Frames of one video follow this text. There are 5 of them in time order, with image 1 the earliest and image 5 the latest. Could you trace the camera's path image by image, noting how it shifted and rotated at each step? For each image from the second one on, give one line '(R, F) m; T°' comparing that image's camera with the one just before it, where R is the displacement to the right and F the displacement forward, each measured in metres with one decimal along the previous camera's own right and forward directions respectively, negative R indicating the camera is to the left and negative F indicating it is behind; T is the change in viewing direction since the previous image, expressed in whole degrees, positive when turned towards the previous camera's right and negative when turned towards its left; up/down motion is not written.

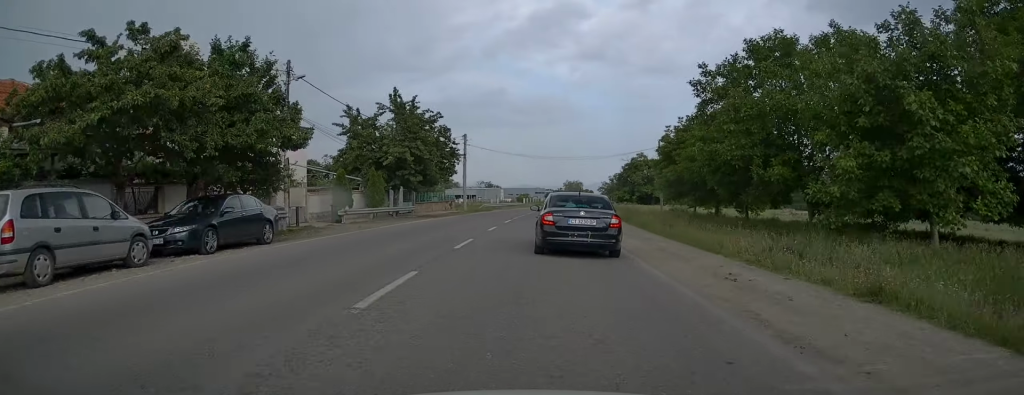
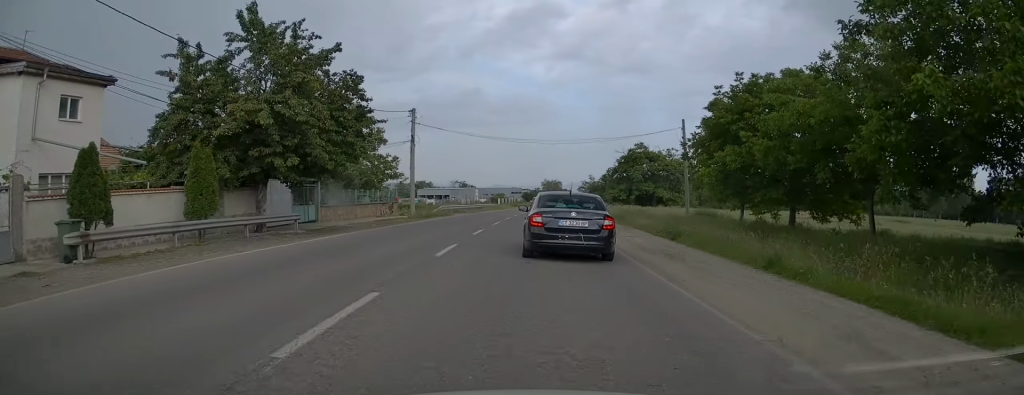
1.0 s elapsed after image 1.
(+0.4, +17.4) m; +2°
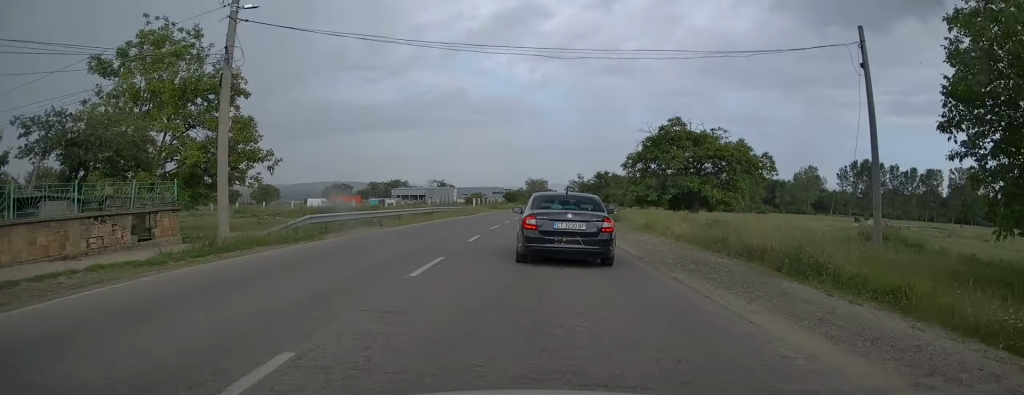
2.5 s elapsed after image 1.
(+0.4, +26.2) m; +2°
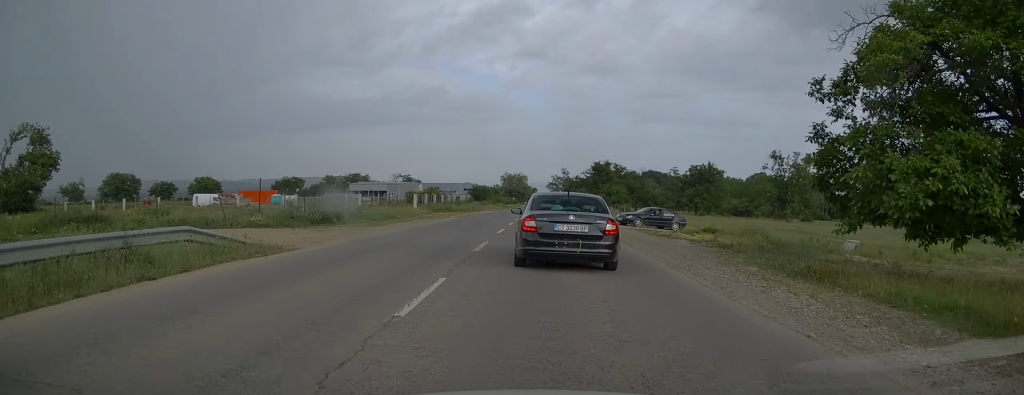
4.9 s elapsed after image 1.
(+1.0, +41.1) m; +3°
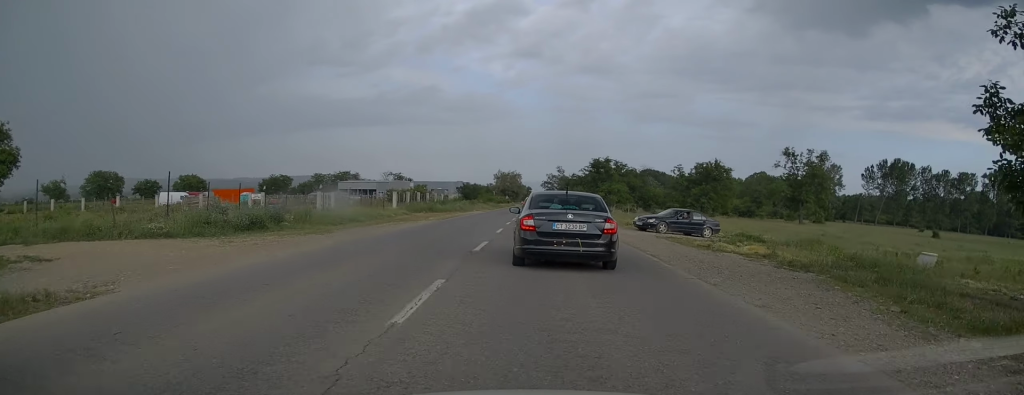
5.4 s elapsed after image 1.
(+0.1, +8.3) m; 0°
